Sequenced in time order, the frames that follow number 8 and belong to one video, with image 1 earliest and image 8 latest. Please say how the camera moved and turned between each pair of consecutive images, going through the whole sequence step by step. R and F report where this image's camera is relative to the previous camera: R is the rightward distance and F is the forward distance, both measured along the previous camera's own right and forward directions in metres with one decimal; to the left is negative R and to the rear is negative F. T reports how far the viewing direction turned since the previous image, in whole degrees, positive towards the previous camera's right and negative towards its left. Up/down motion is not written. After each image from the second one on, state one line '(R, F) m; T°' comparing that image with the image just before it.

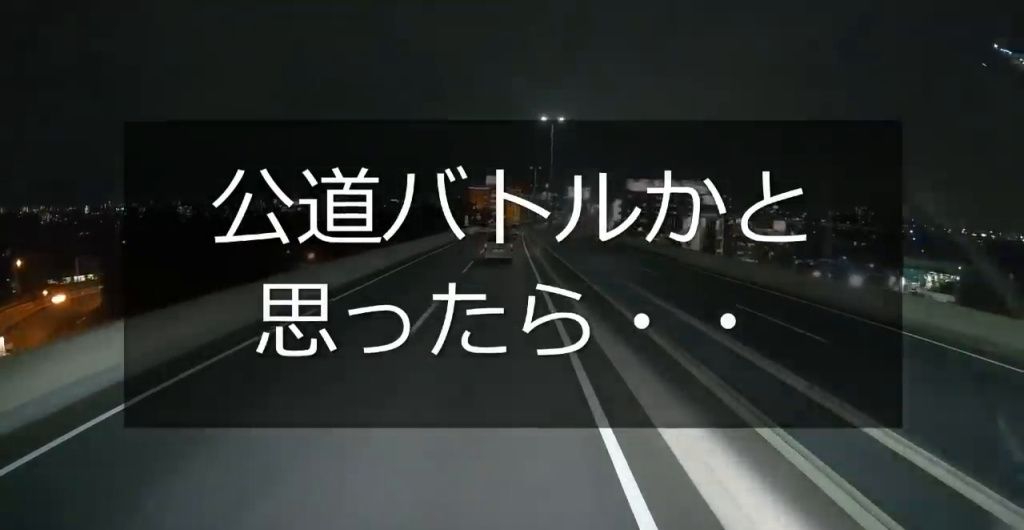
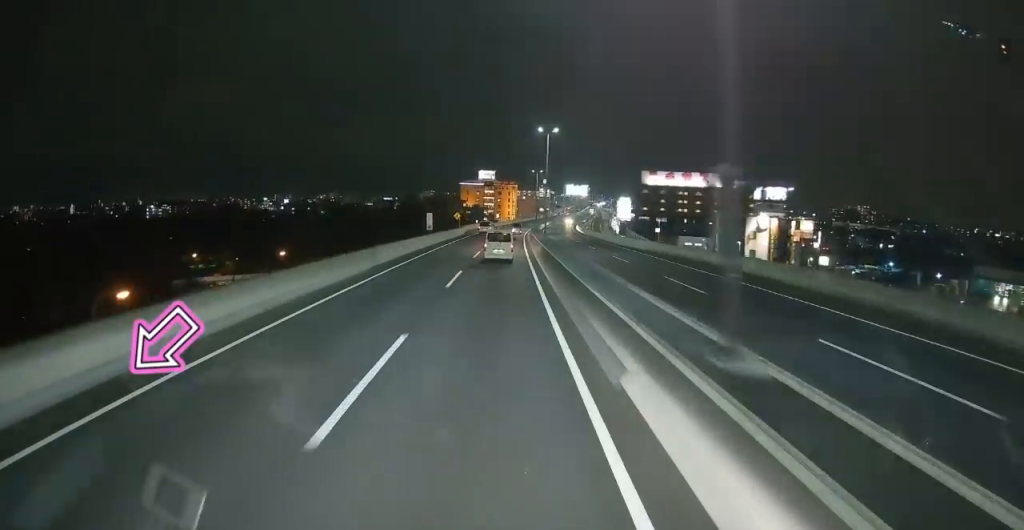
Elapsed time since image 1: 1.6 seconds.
(0.0, +35.9) m; -1°
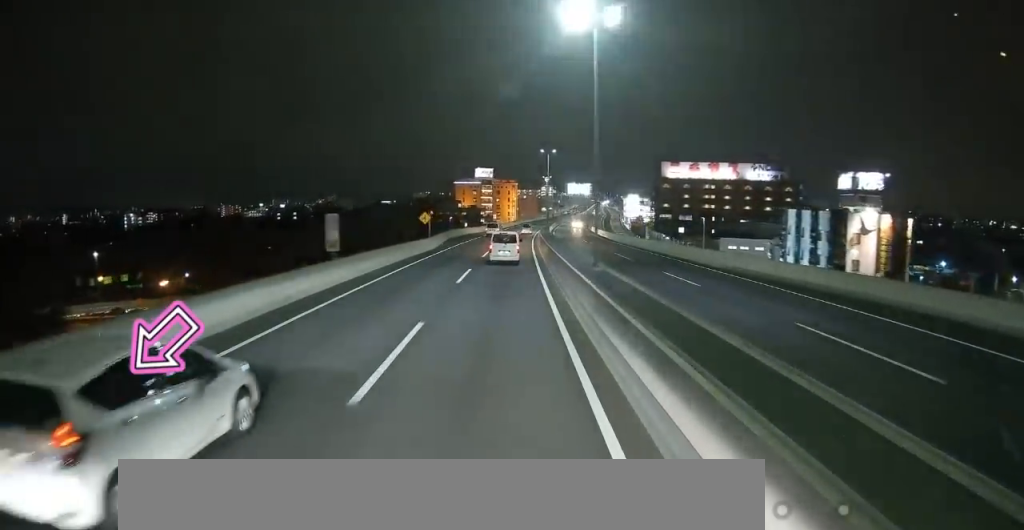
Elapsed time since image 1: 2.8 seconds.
(-0.1, +28.3) m; +1°
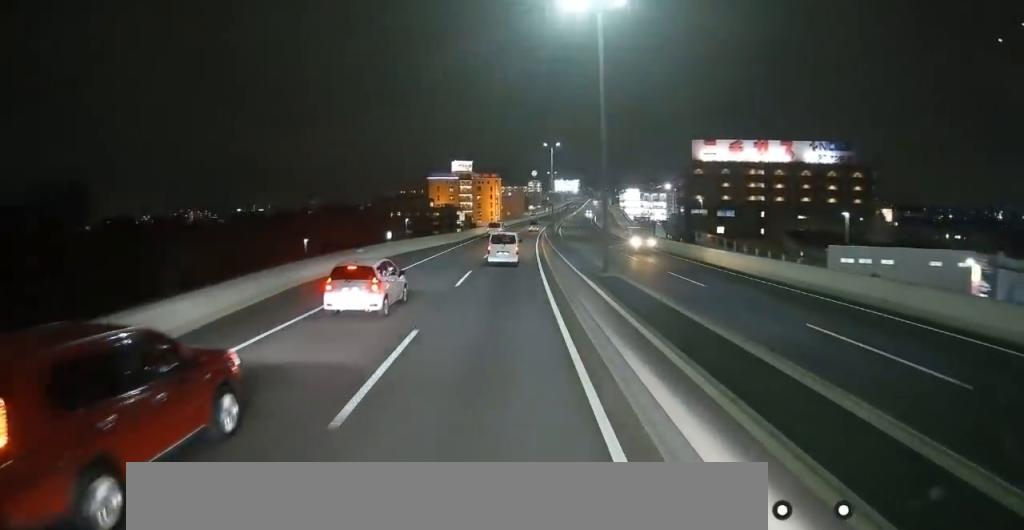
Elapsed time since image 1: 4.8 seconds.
(+0.4, +45.6) m; +1°
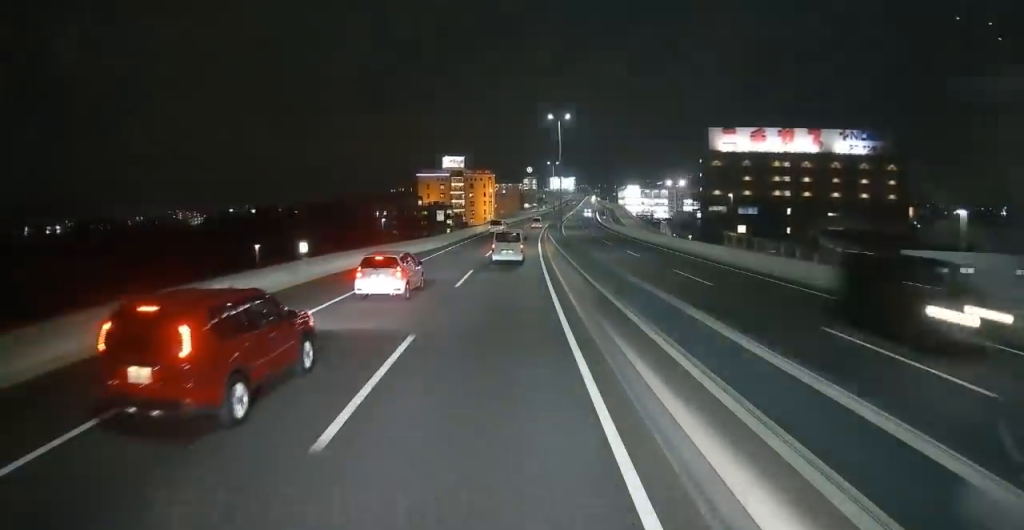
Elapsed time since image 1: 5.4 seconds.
(+0.1, +15.8) m; +1°
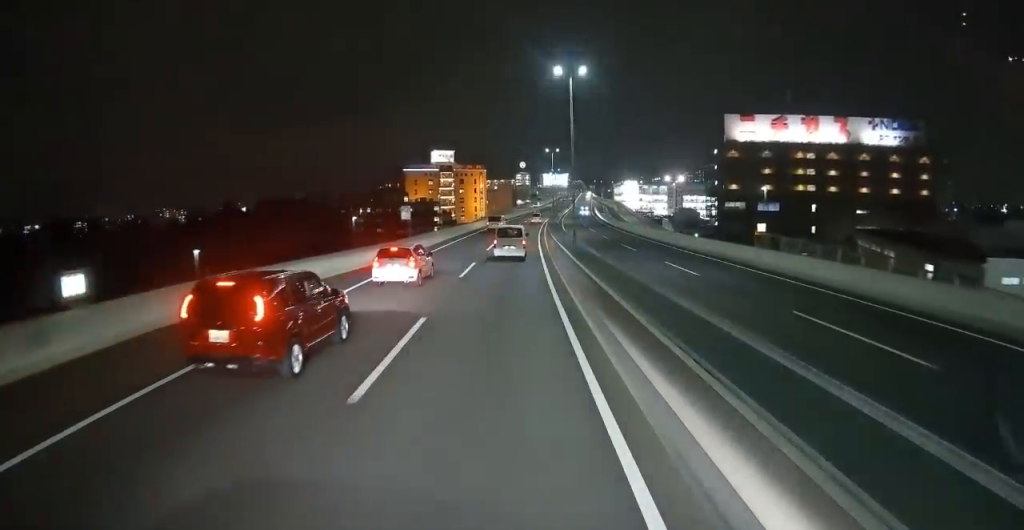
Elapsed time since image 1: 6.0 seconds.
(+0.1, +13.5) m; 0°
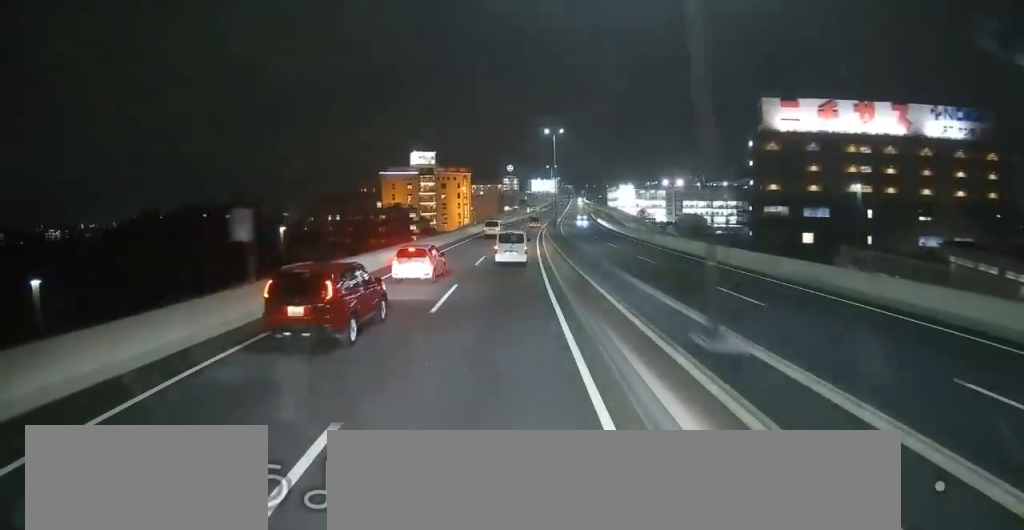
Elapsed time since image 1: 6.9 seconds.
(+0.1, +22.4) m; +1°
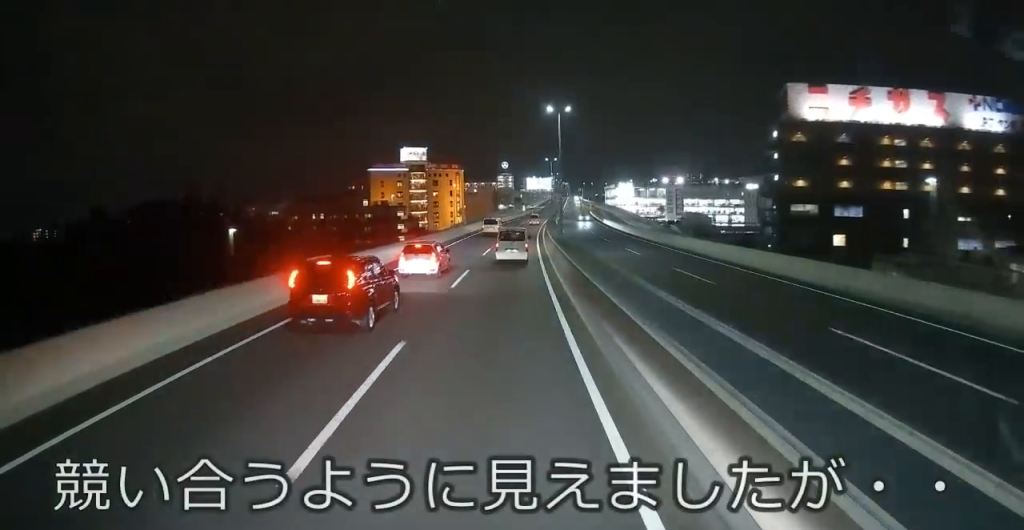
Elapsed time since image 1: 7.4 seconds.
(0.0, +10.4) m; 0°
